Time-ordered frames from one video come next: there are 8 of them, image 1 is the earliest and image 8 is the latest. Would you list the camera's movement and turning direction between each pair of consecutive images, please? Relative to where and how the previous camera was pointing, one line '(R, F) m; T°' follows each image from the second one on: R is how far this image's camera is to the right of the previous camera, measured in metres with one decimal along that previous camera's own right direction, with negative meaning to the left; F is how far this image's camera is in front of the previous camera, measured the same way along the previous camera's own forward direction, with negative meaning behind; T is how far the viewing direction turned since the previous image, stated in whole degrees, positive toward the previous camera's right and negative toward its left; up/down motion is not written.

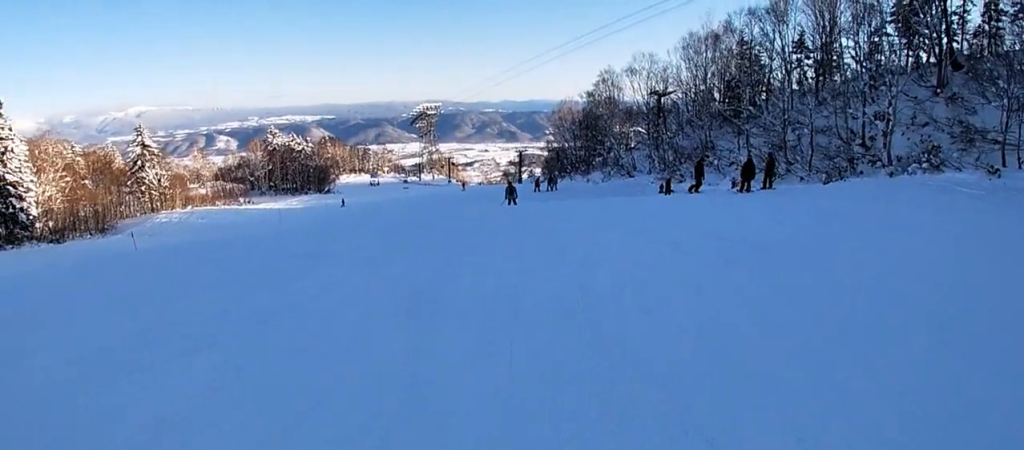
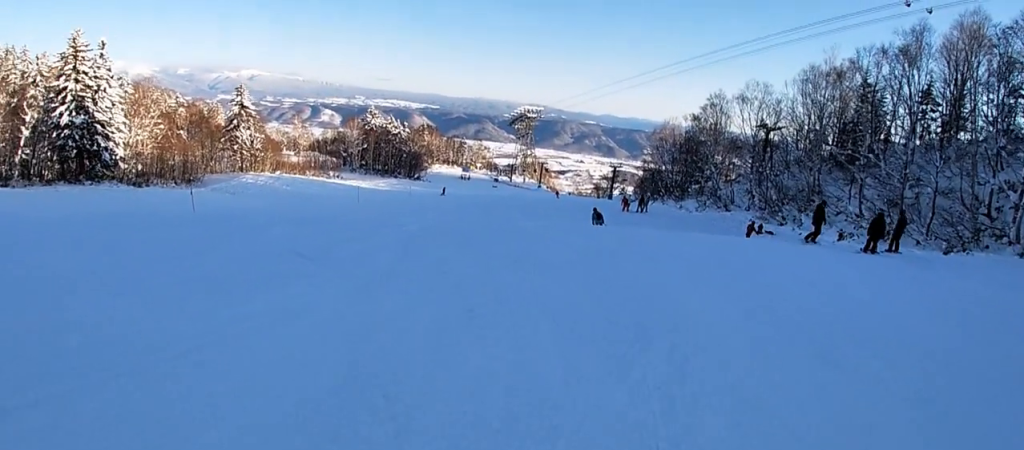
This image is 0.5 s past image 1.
(0.0, +2.9) m; -8°
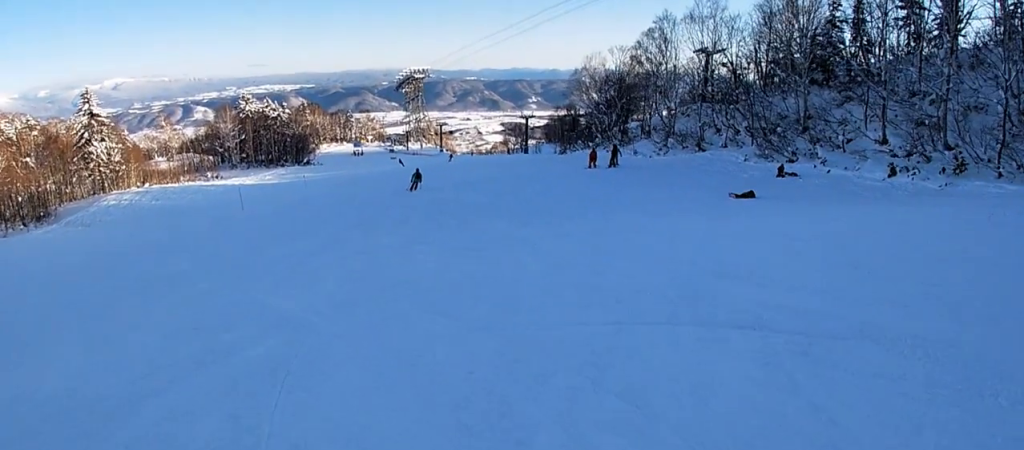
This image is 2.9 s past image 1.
(-1.6, +13.7) m; +5°
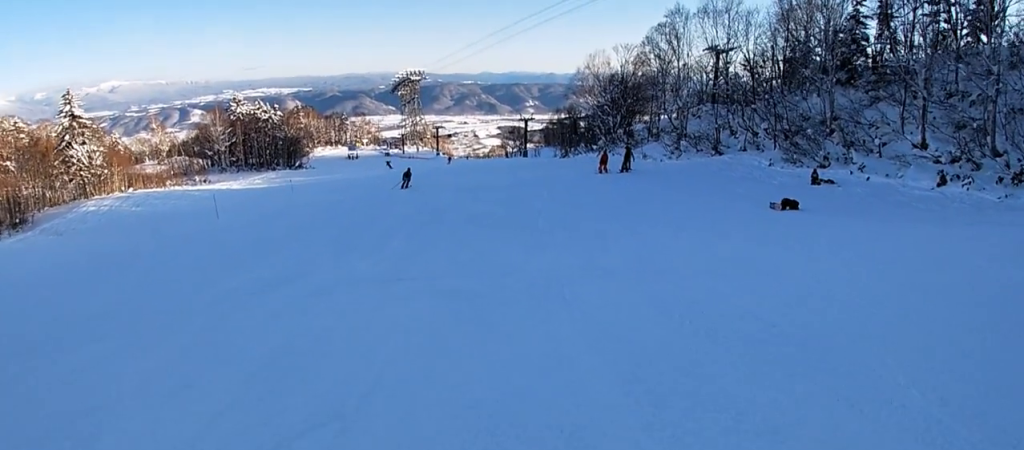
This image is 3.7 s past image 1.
(+0.2, +4.7) m; -1°
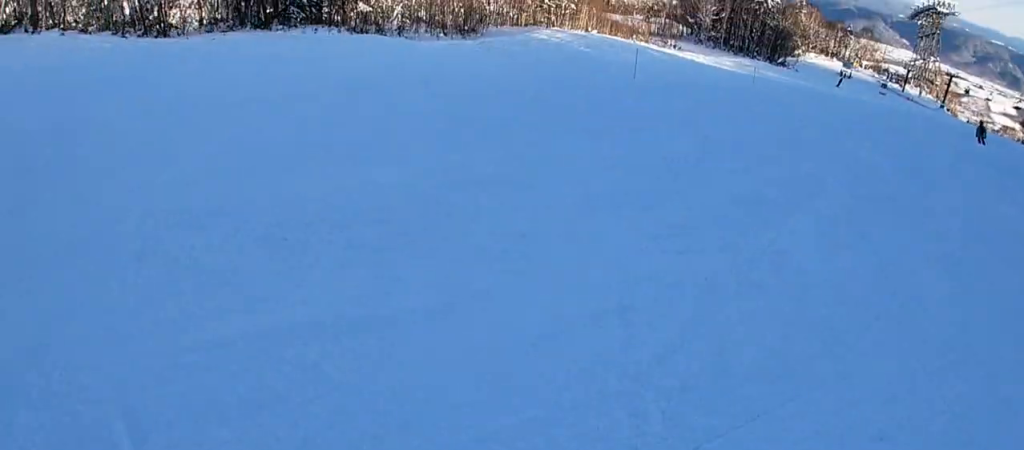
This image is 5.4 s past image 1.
(-1.9, +11.2) m; -17°
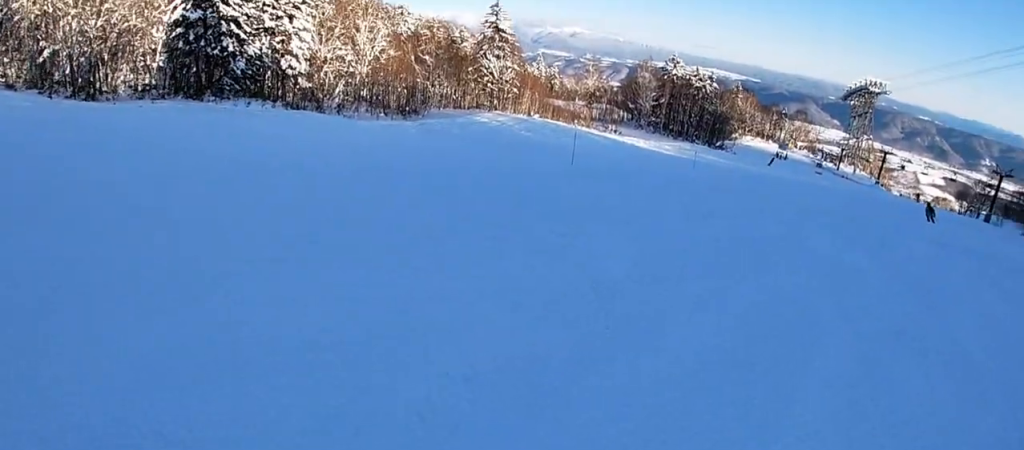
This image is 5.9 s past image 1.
(-0.6, +2.8) m; 0°
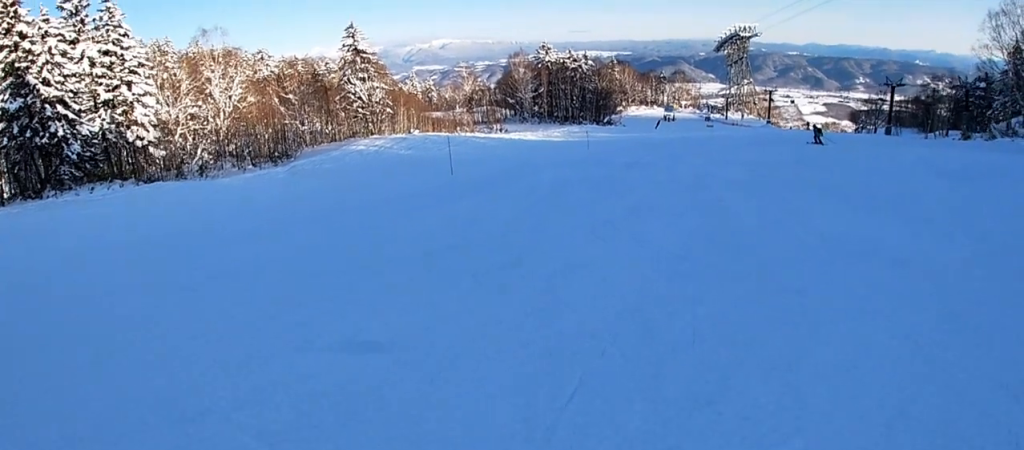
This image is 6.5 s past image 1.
(+0.4, +4.4) m; +5°
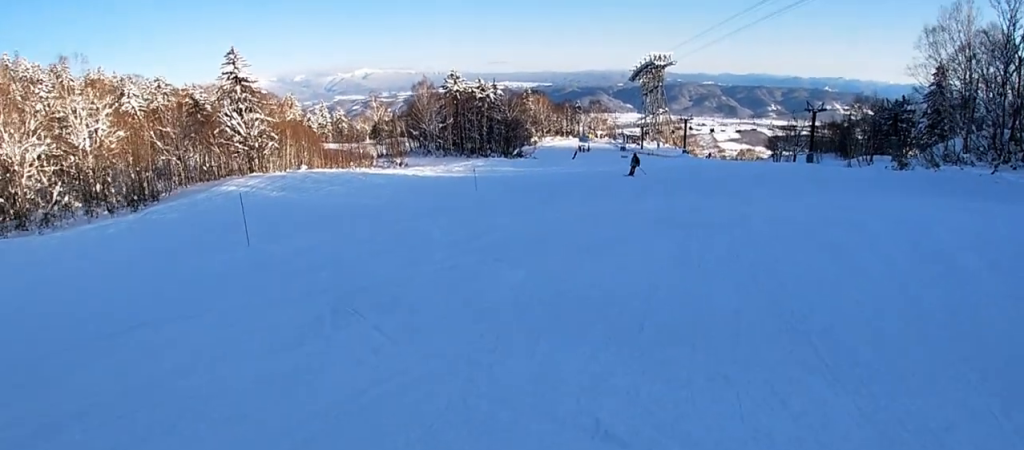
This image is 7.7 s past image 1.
(+0.9, +8.3) m; +6°
